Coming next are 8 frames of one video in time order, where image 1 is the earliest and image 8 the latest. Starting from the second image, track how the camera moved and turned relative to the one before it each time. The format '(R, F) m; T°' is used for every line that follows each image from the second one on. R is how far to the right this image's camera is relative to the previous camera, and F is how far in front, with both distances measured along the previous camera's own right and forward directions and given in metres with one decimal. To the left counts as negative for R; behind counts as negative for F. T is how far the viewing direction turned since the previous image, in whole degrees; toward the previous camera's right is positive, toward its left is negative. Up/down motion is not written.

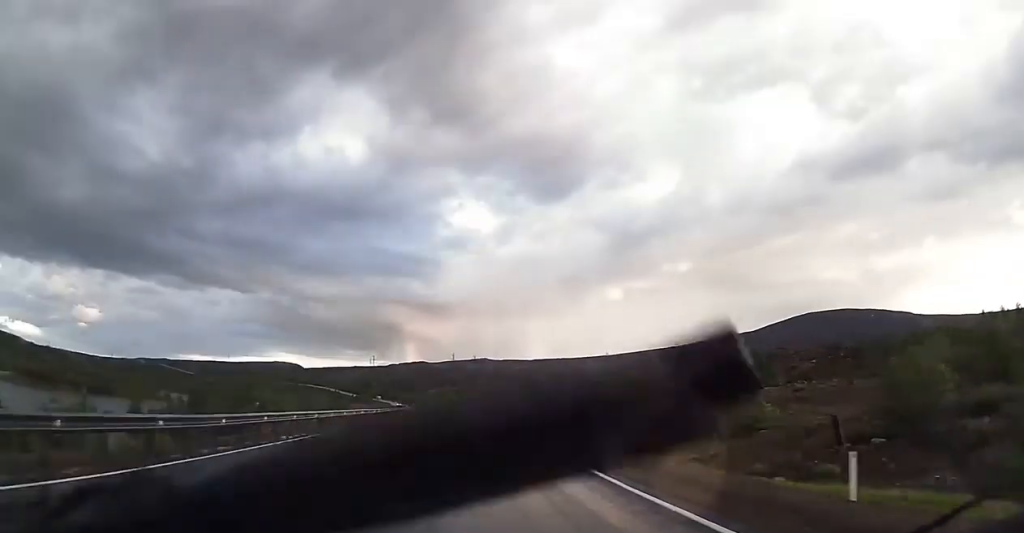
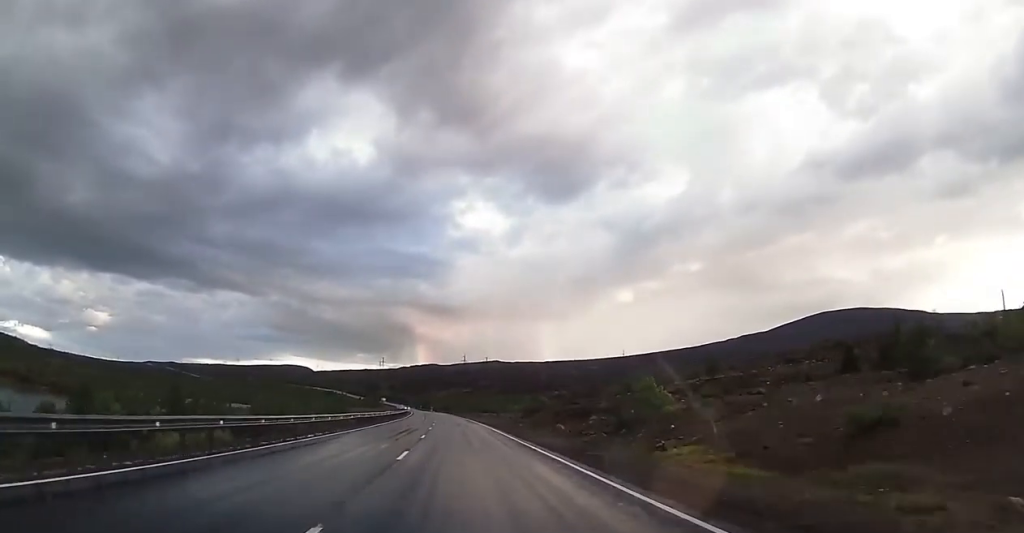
(-0.1, +27.9) m; -1°
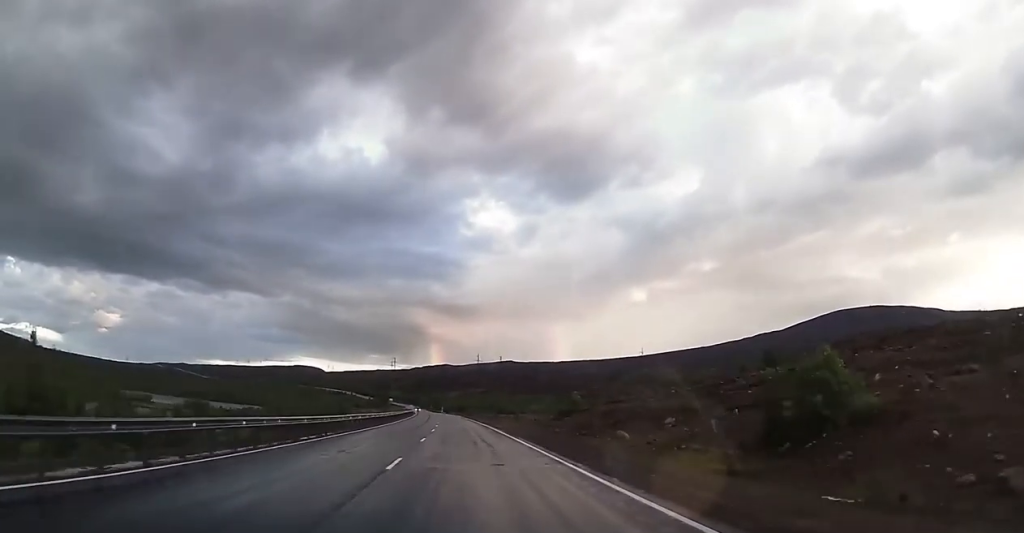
(-0.2, +25.9) m; -1°
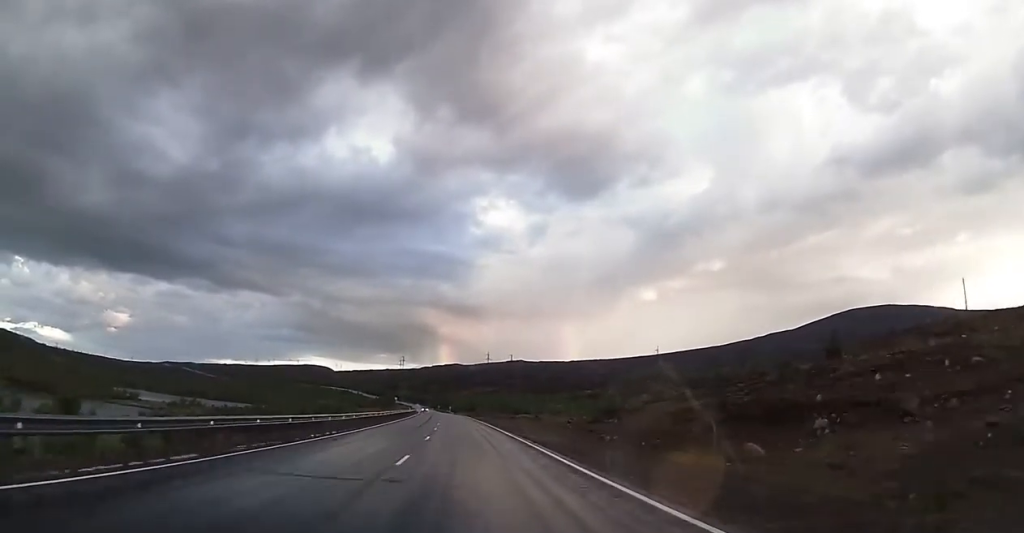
(+0.1, +23.0) m; -1°
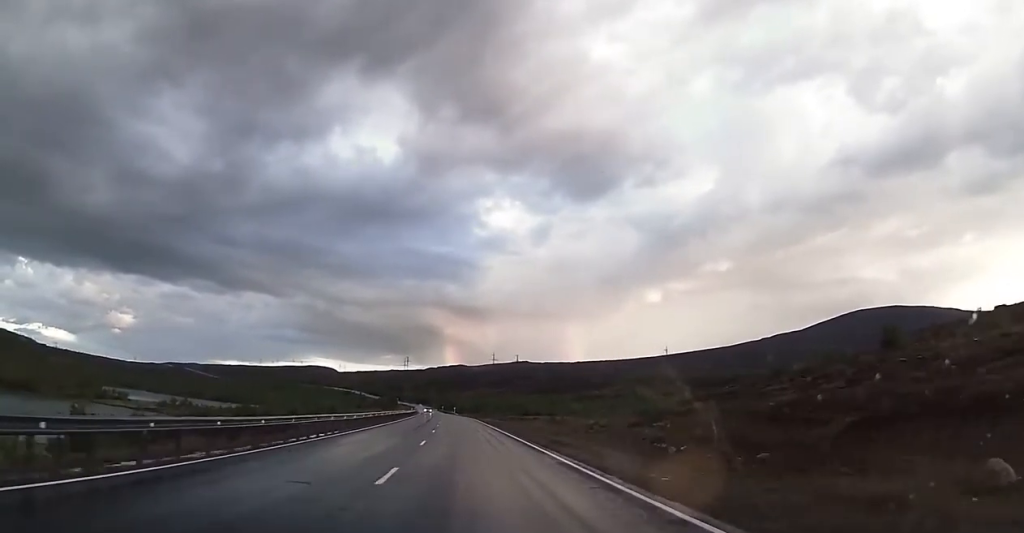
(-0.3, +15.4) m; -1°
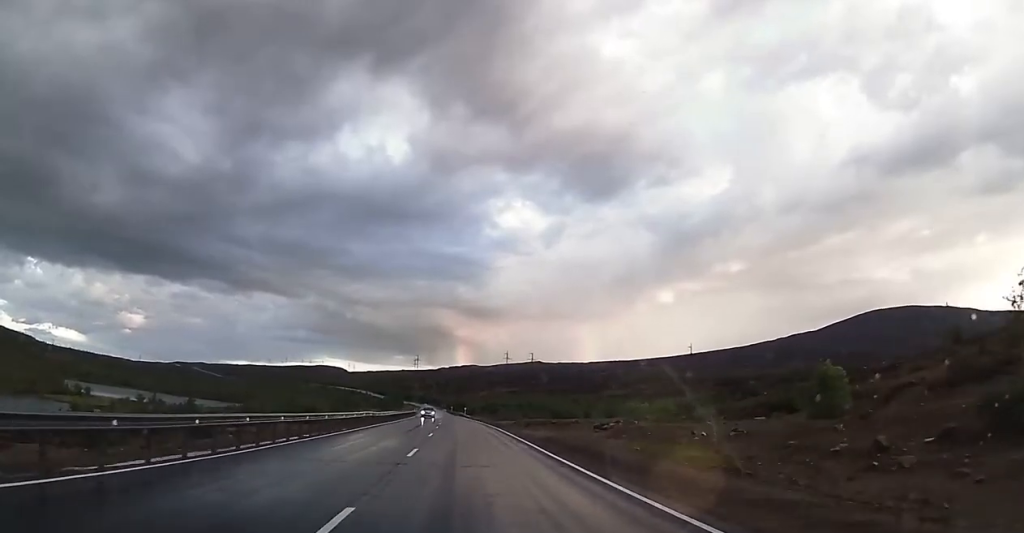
(-0.6, +41.3) m; -1°
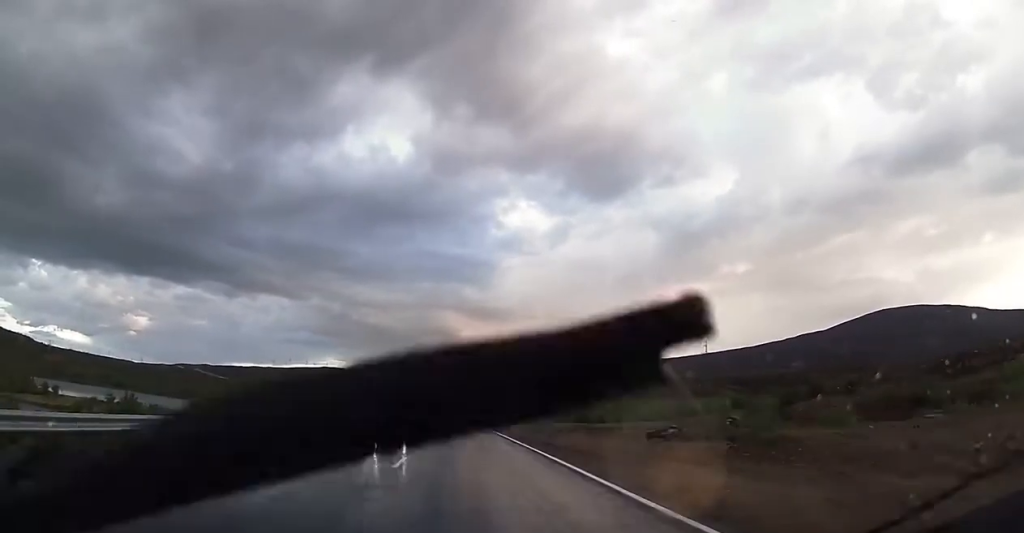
(0.0, +27.0) m; 0°
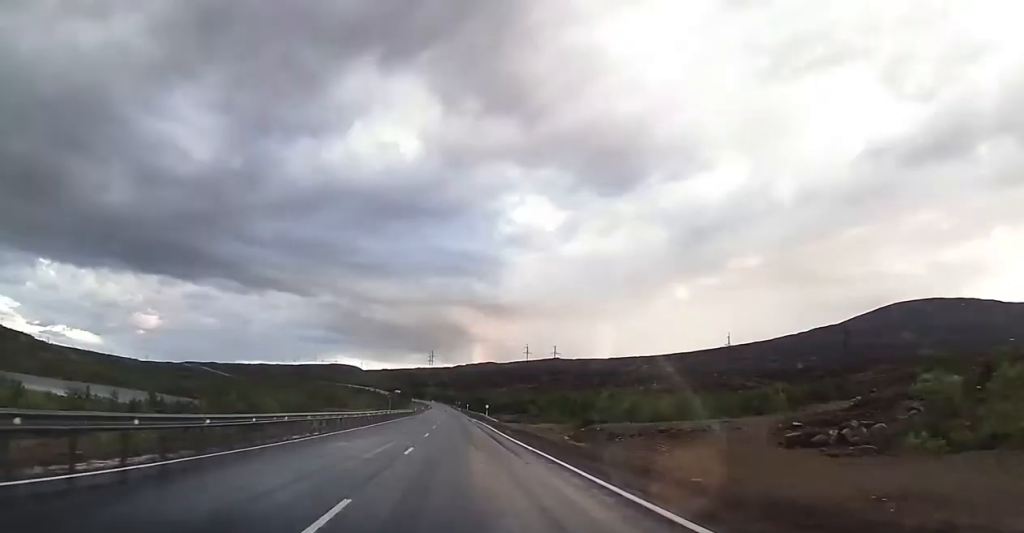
(-0.1, +32.0) m; -1°
